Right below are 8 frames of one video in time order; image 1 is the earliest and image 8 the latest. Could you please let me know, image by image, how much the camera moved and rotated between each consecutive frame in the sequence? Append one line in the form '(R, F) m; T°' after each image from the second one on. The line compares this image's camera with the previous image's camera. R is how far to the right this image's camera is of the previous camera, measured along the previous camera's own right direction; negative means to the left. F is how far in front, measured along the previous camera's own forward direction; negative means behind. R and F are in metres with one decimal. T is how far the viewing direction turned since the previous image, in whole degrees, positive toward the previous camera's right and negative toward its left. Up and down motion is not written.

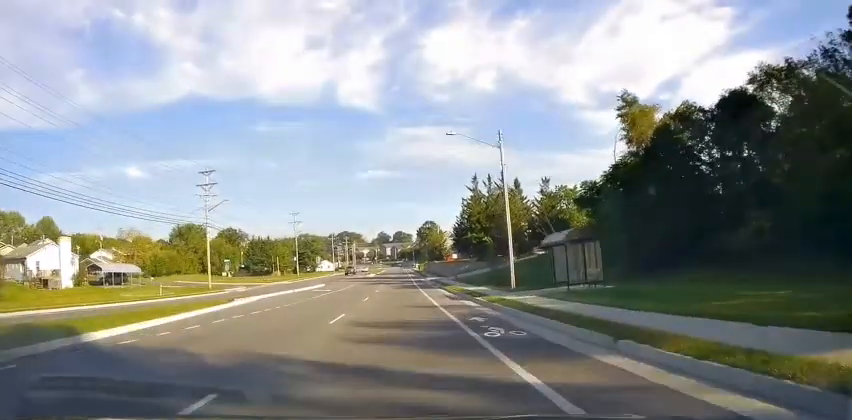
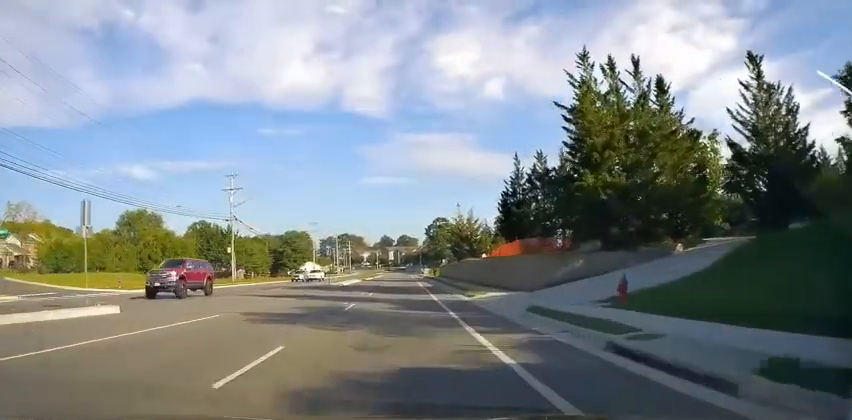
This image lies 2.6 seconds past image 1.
(0.0, +44.7) m; 0°
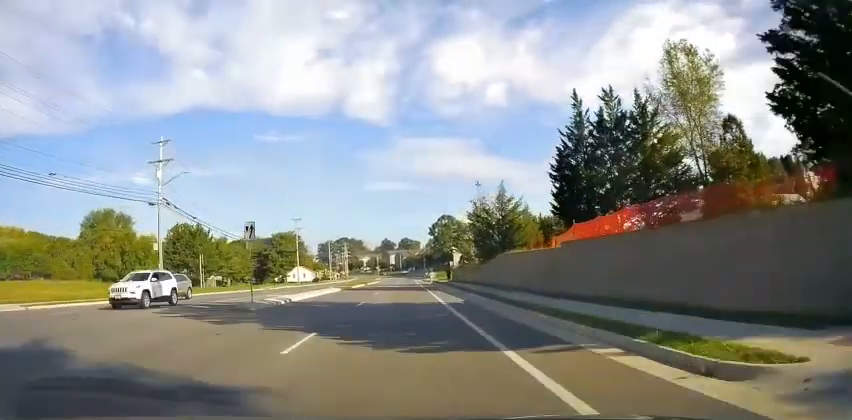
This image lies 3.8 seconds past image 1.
(0.0, +21.1) m; 0°
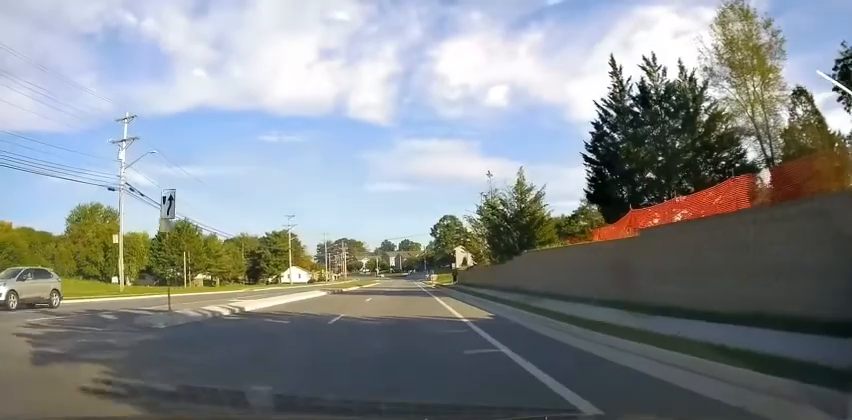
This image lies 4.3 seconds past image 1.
(0.0, +7.4) m; 0°
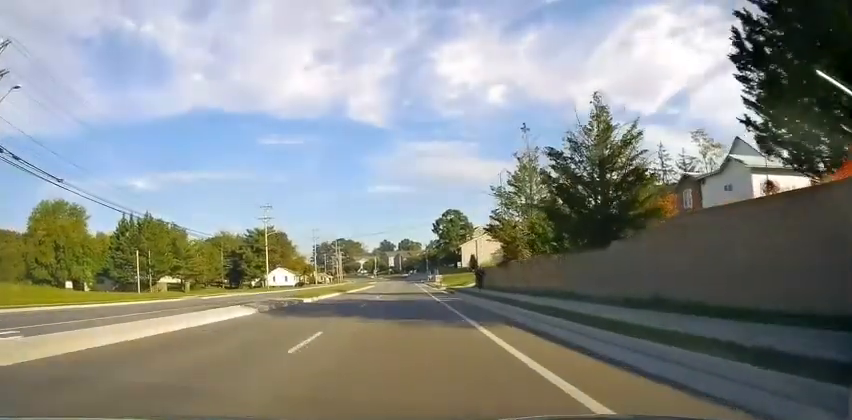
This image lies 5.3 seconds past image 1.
(0.0, +16.8) m; 0°
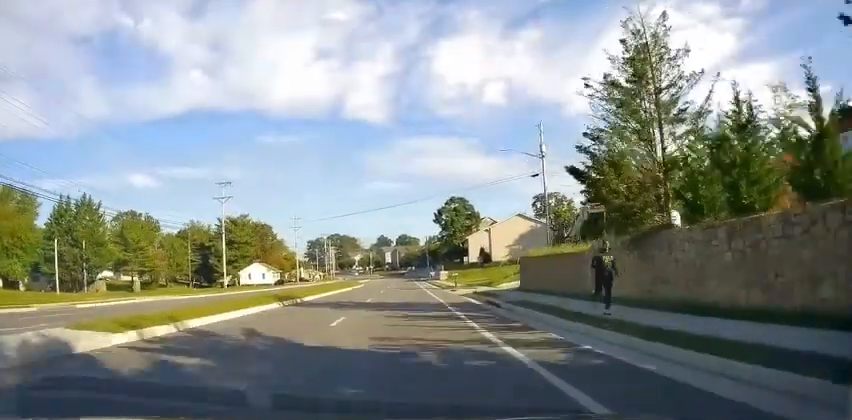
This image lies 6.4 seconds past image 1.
(0.0, +19.2) m; 0°
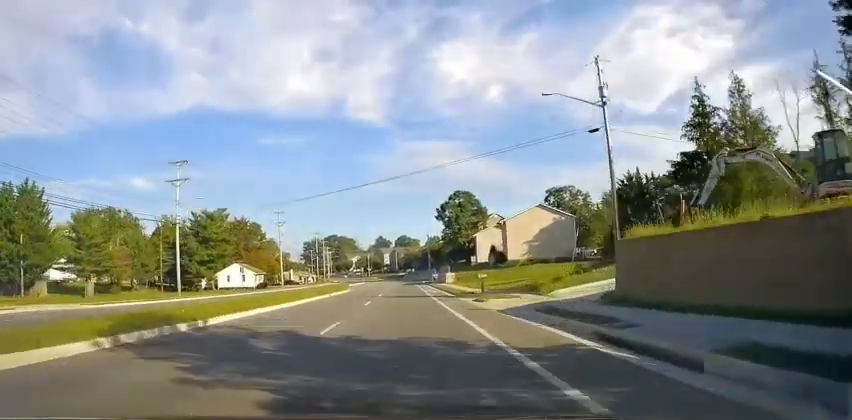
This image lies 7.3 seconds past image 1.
(0.0, +13.7) m; 0°
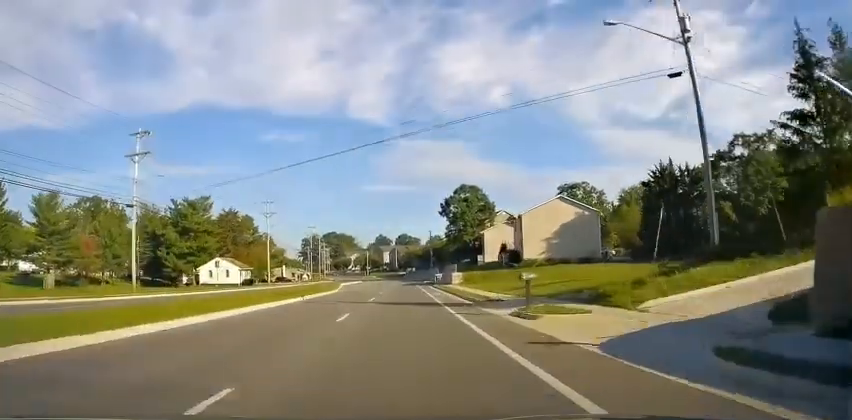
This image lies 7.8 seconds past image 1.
(0.0, +9.2) m; 0°
